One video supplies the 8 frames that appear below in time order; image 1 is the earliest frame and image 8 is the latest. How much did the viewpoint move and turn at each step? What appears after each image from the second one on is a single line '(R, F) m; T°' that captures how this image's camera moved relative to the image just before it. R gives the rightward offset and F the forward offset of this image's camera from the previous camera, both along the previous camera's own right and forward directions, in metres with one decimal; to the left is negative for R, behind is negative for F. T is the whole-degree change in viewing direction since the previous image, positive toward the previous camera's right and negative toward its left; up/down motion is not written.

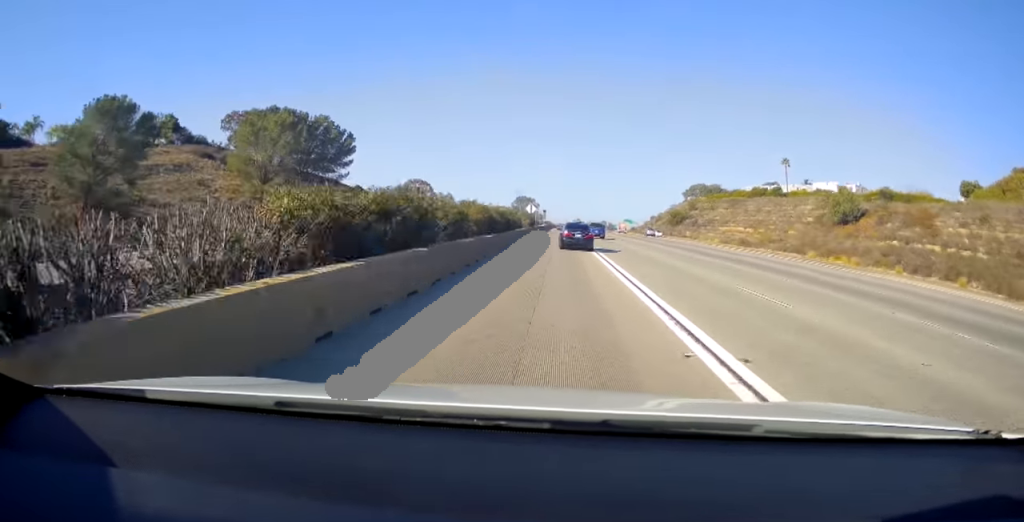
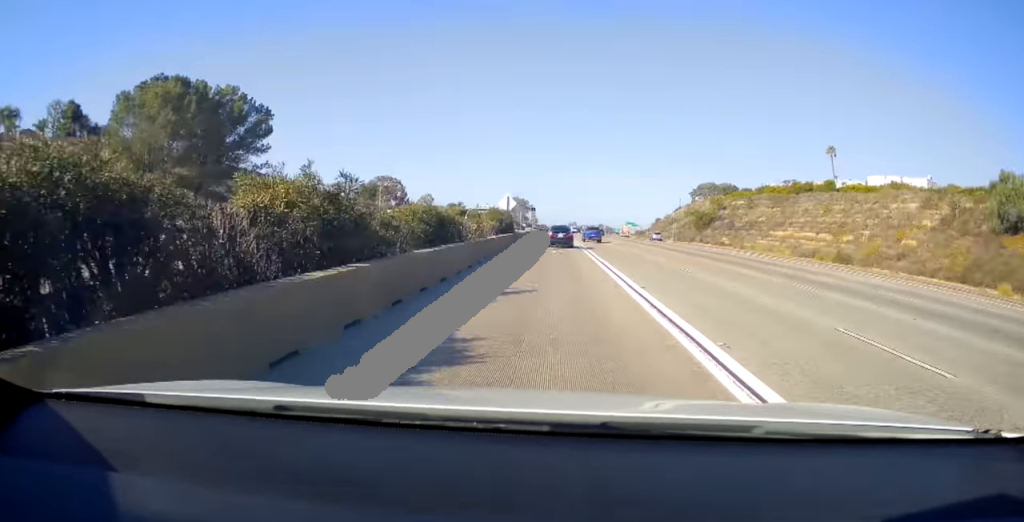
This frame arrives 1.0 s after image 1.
(-0.1, +35.3) m; 0°
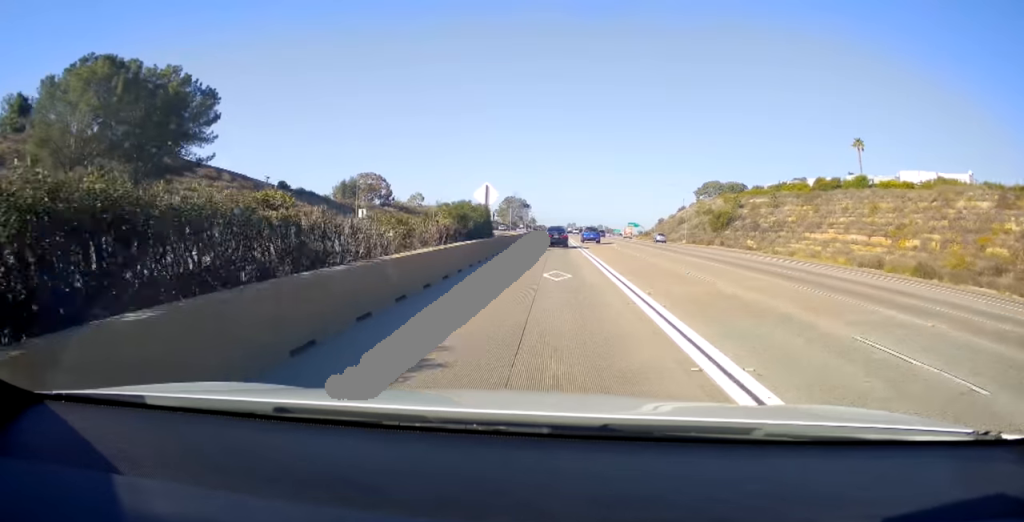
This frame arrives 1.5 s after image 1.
(0.0, +16.5) m; 0°
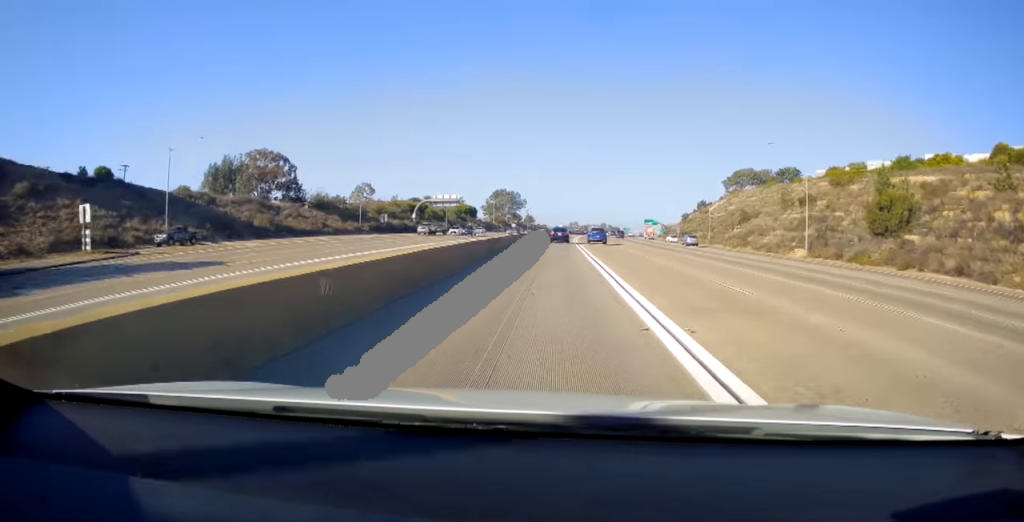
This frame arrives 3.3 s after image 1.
(+0.4, +63.5) m; 0°
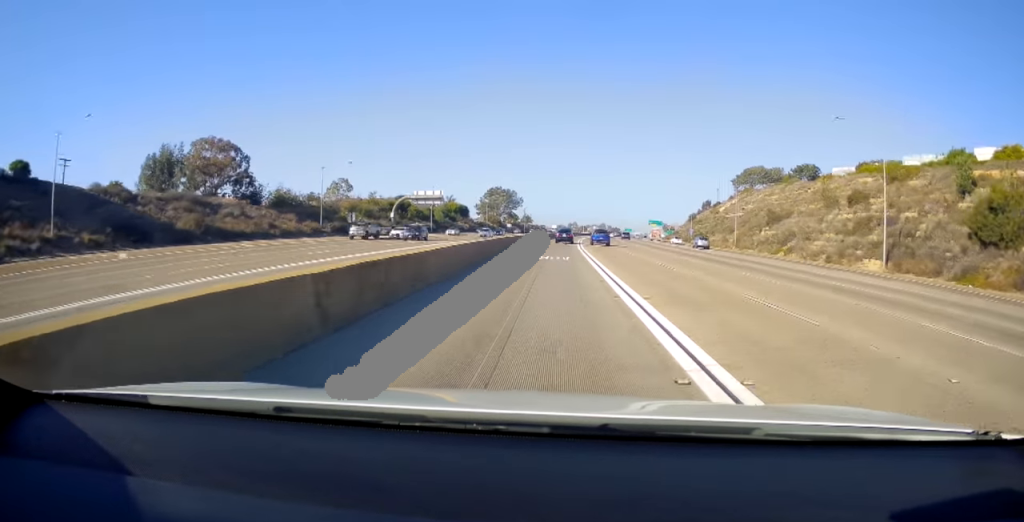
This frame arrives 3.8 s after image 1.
(-0.2, +17.7) m; 0°
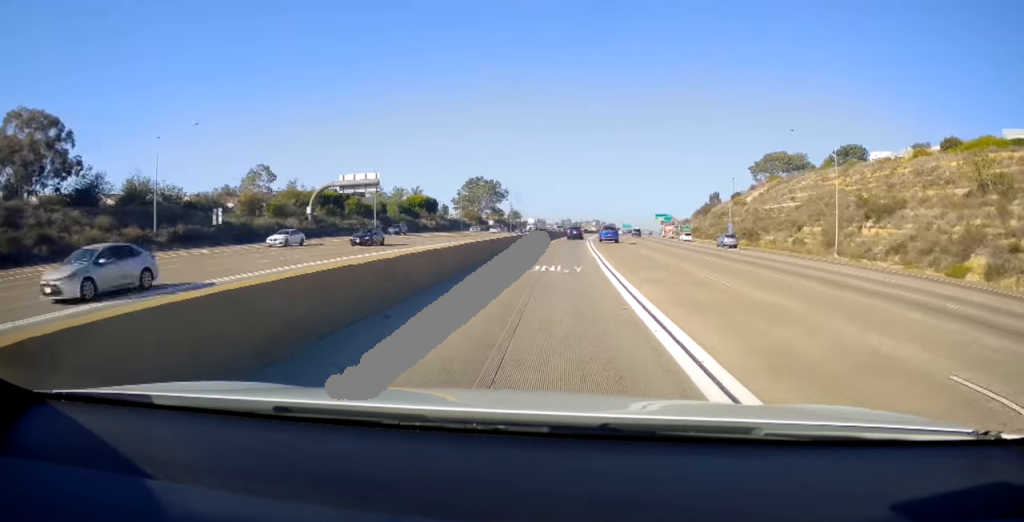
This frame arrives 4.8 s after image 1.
(+0.1, +37.7) m; 0°
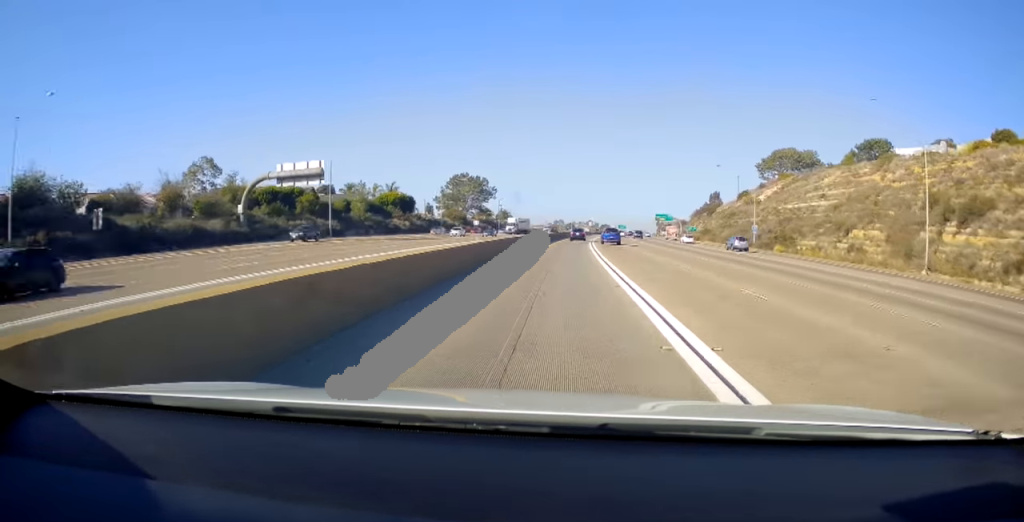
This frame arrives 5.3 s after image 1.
(+0.3, +17.7) m; 0°
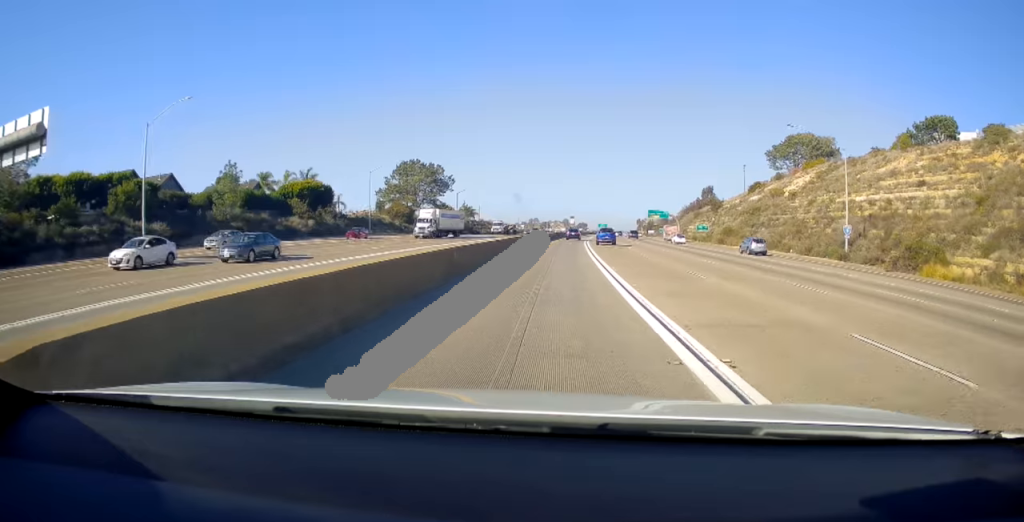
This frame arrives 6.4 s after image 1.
(-0.2, +38.8) m; +2°
